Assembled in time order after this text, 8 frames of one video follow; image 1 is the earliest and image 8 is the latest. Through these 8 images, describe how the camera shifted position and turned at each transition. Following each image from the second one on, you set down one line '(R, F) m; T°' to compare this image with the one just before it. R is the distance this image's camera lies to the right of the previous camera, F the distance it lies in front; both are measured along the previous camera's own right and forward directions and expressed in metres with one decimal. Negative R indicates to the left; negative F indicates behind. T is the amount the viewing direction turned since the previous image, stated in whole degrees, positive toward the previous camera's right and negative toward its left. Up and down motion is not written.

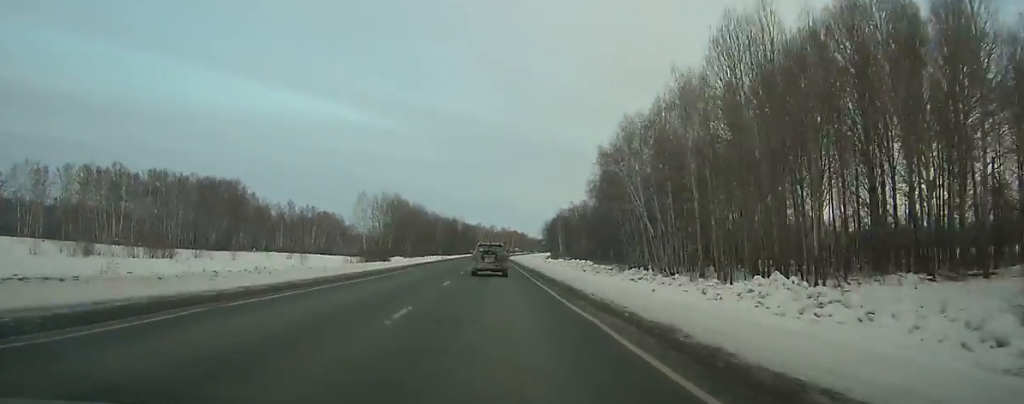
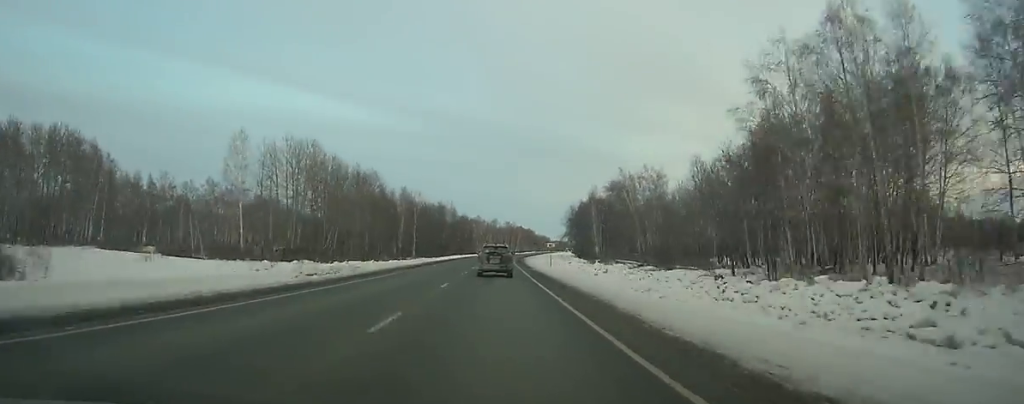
(0.0, +83.2) m; 0°
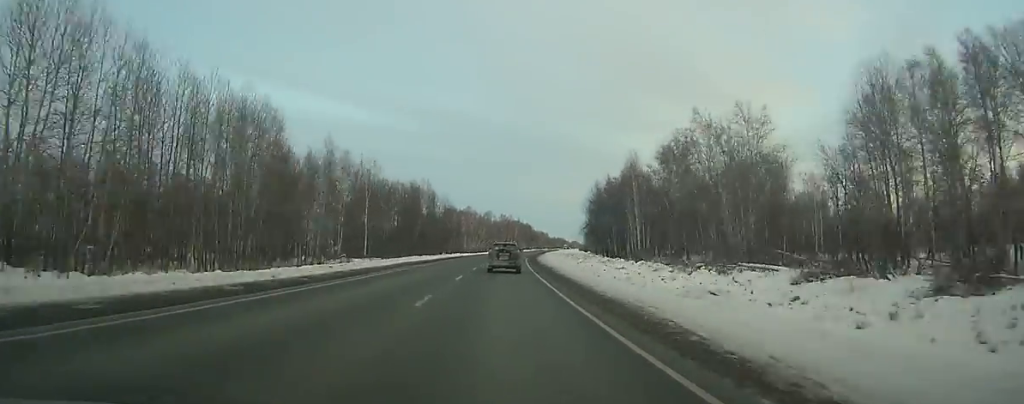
(0.0, +55.8) m; +1°
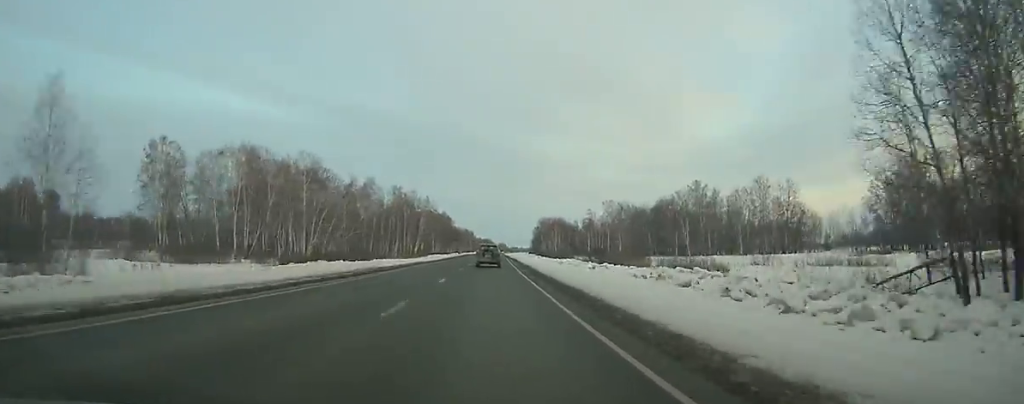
(+9.2, +166.7) m; +6°
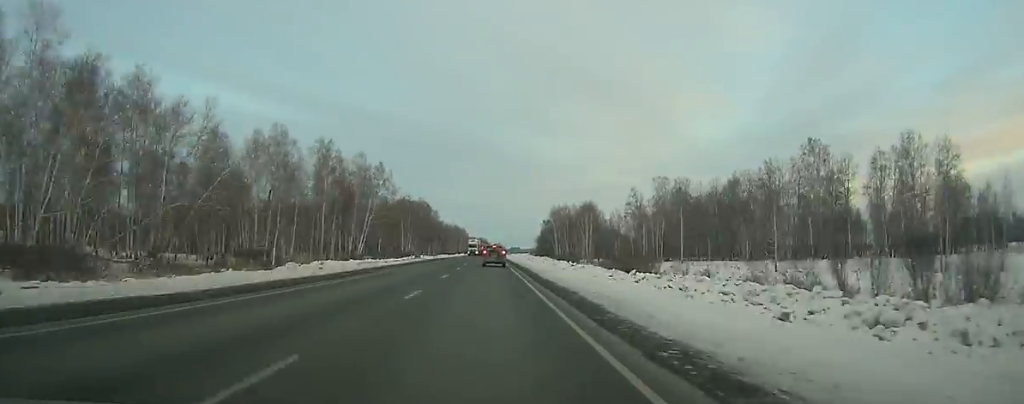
(+0.9, +78.9) m; +1°
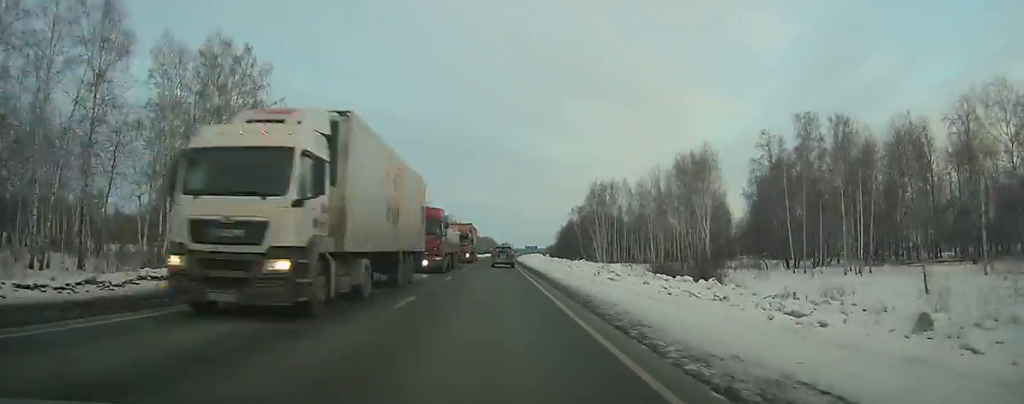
(0.0, +74.5) m; 0°
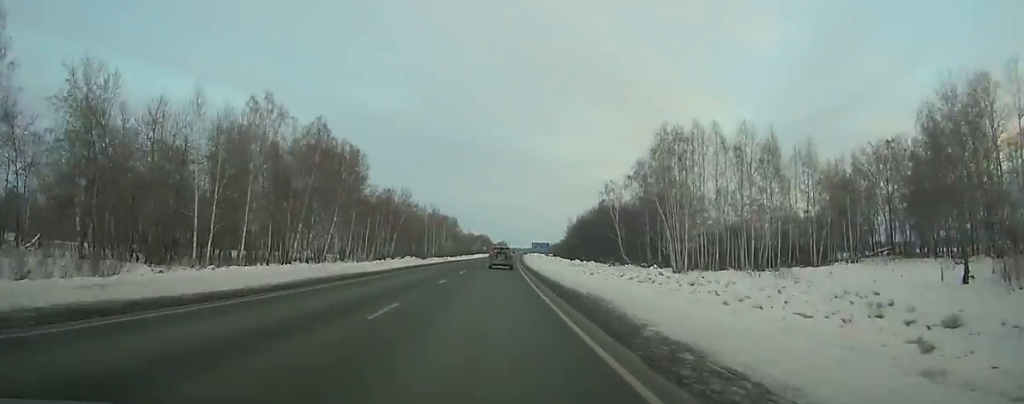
(+0.1, +61.3) m; 0°
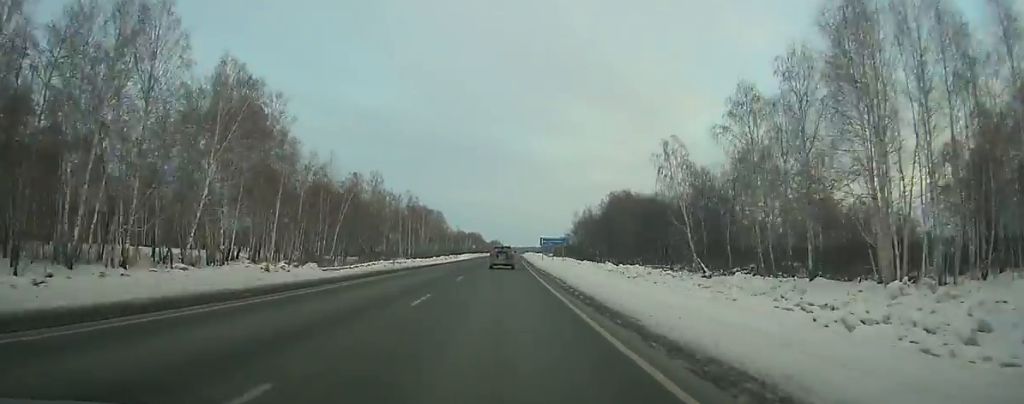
(0.0, +44.3) m; +1°
